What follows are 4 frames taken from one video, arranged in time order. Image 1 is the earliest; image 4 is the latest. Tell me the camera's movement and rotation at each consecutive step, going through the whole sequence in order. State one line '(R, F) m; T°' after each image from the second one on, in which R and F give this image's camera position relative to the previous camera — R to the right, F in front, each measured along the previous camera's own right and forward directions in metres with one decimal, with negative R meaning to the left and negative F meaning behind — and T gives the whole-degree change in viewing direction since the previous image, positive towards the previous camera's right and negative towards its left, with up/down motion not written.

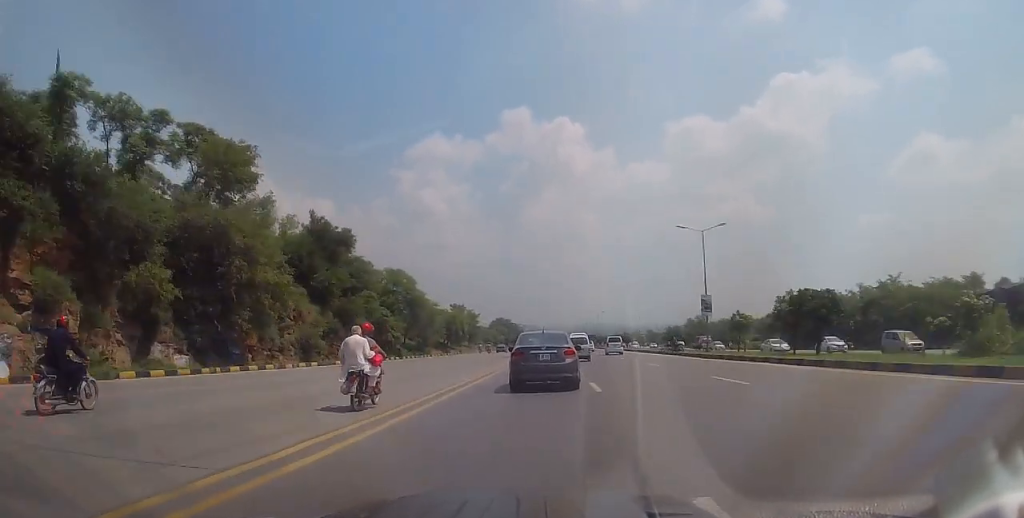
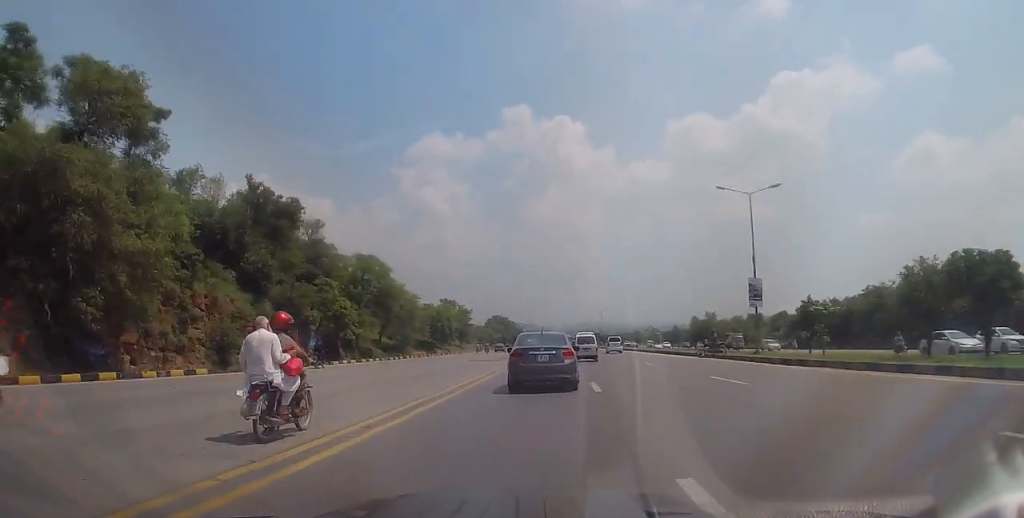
(+0.2, +12.9) m; 0°
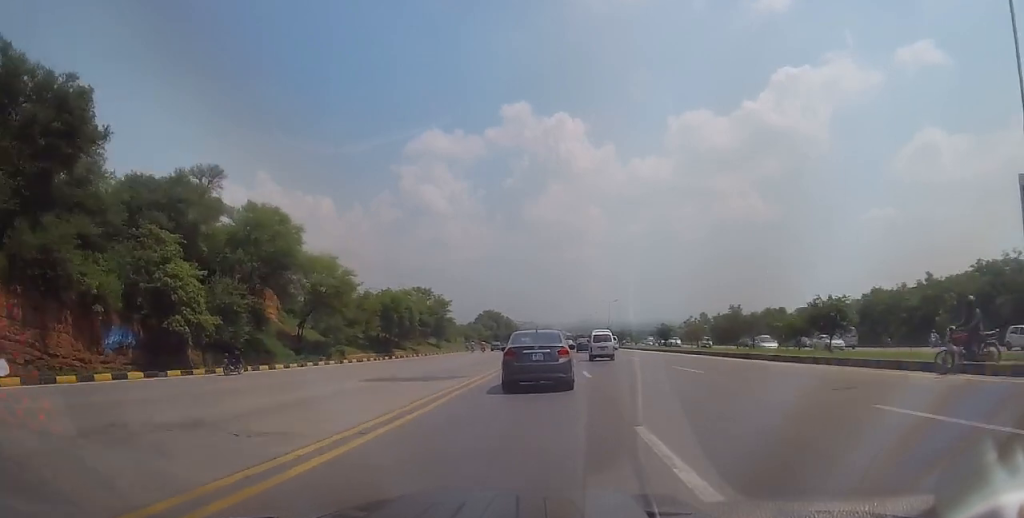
(-0.6, +25.0) m; -1°
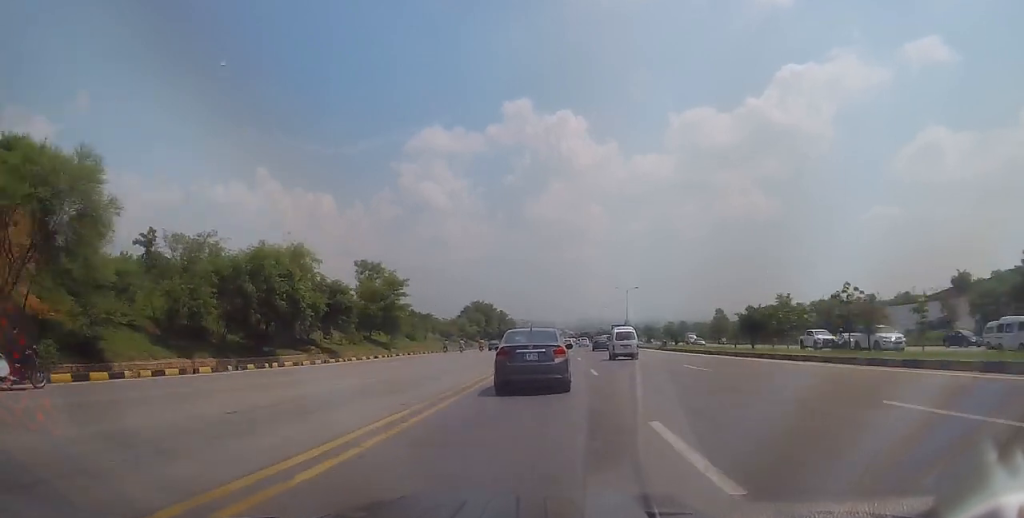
(+0.3, +31.5) m; +1°
